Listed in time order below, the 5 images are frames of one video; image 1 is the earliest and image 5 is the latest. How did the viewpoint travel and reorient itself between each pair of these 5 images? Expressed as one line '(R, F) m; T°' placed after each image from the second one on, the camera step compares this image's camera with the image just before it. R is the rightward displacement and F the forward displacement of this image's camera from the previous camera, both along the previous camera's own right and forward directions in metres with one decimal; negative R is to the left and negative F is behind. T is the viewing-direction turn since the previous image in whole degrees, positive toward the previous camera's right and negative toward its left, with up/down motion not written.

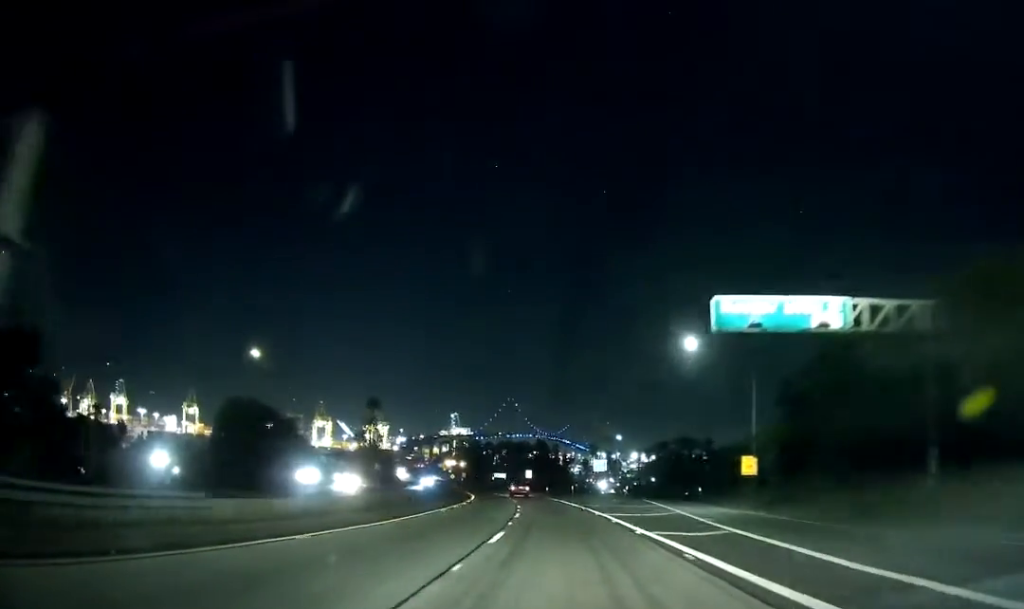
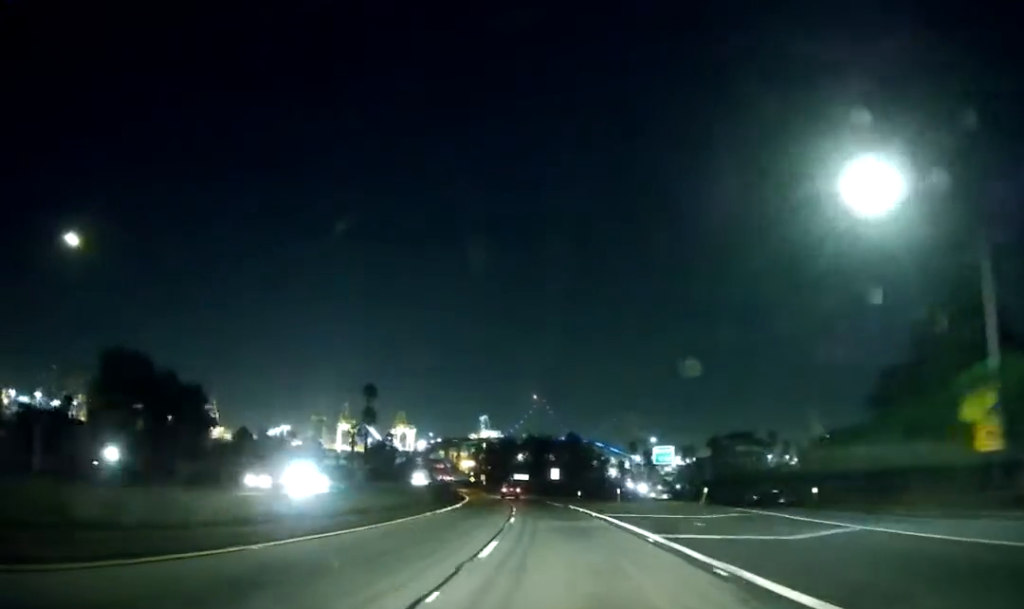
(-1.0, +32.8) m; -3°
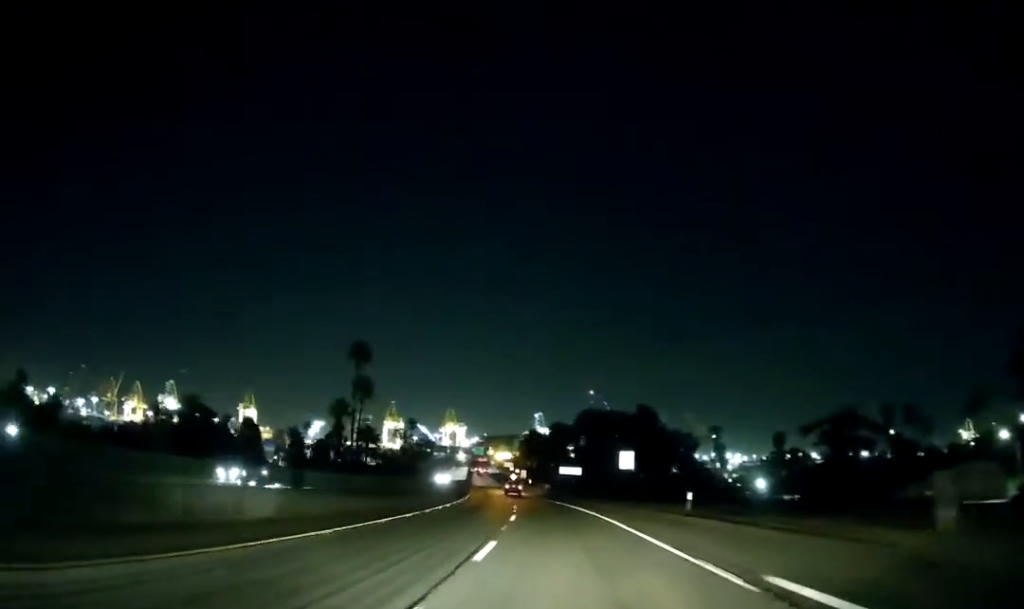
(-1.1, +44.5) m; -3°
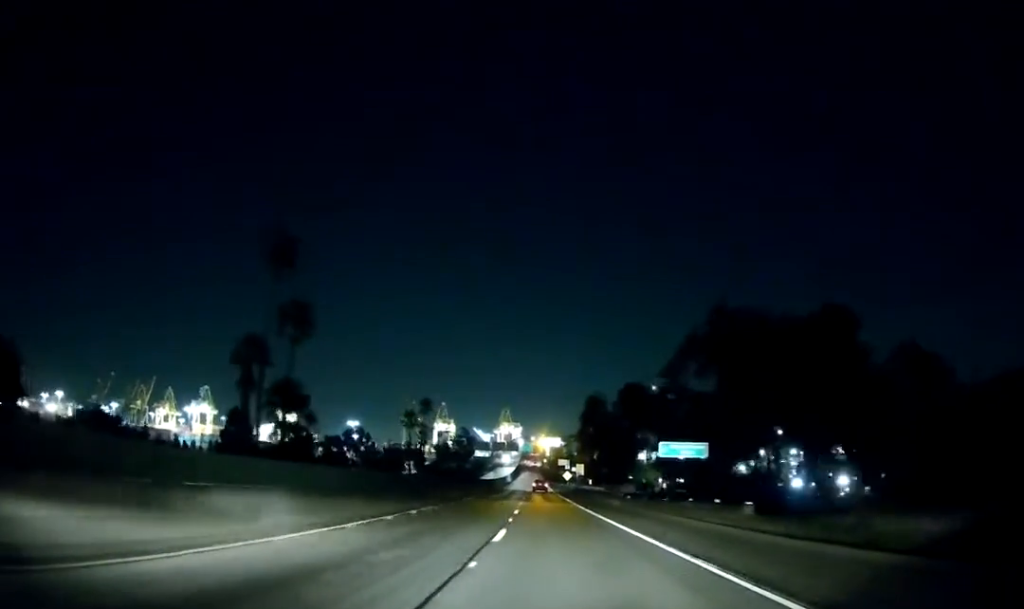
(-2.8, +53.4) m; -4°
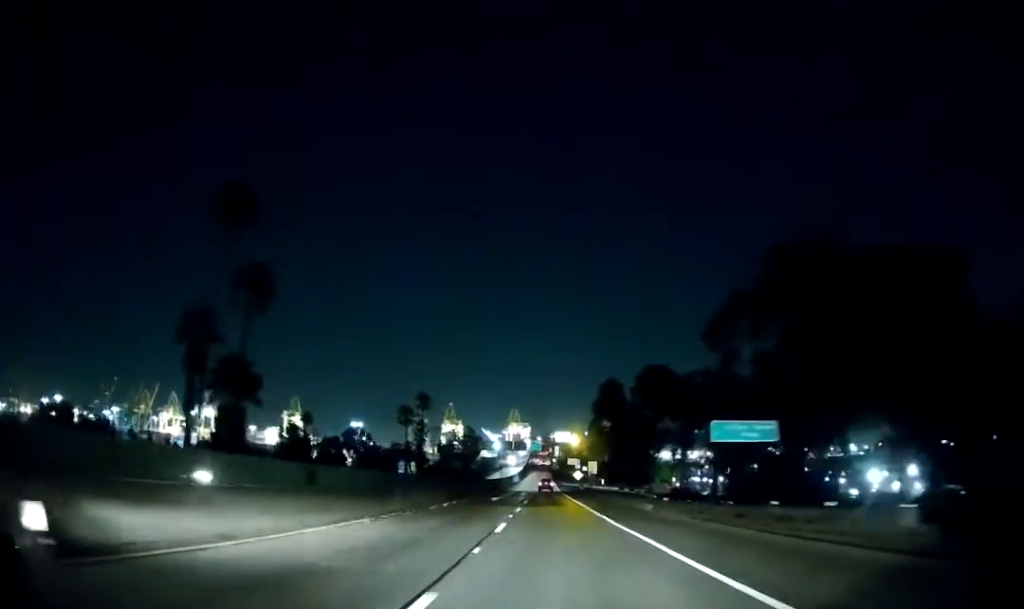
(+0.3, +12.8) m; -1°
